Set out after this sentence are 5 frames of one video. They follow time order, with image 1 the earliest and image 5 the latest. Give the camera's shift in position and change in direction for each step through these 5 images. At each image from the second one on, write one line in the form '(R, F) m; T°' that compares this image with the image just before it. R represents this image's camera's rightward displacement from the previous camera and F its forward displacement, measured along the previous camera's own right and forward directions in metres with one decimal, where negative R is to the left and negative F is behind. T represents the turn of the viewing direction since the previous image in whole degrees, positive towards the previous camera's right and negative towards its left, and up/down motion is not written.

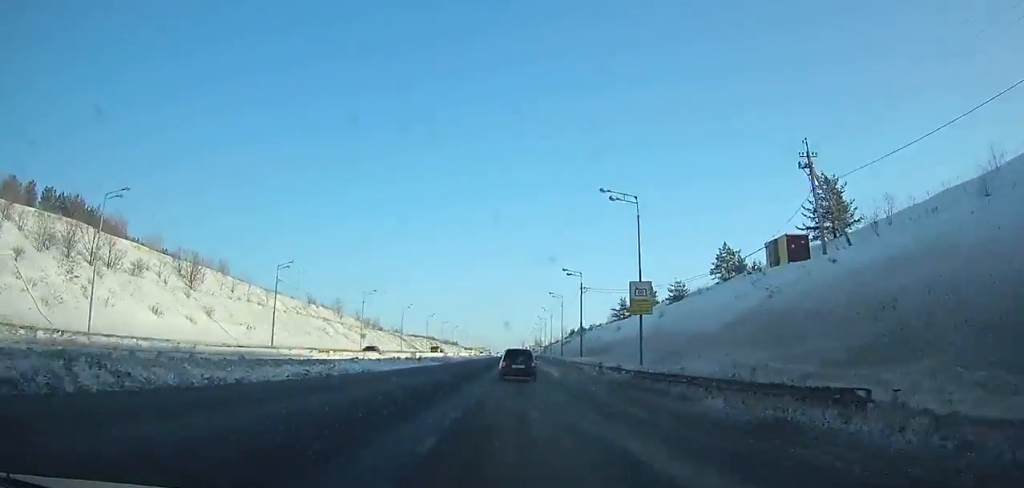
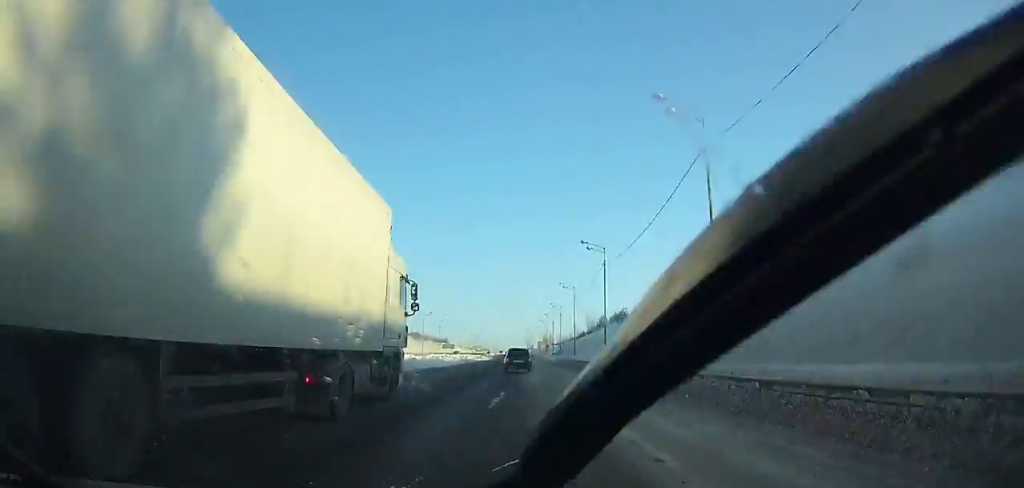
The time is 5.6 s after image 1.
(-0.1, +101.8) m; -1°
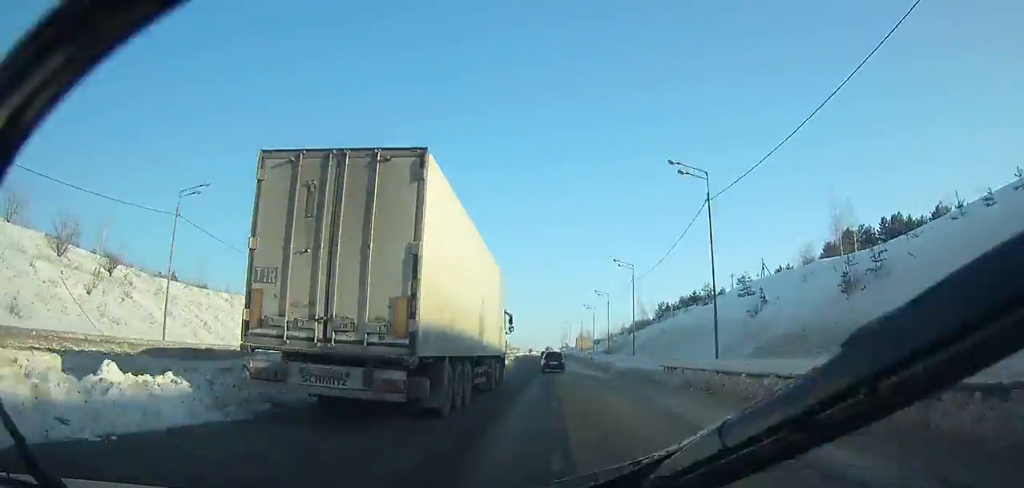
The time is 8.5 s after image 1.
(-1.0, +51.5) m; -1°
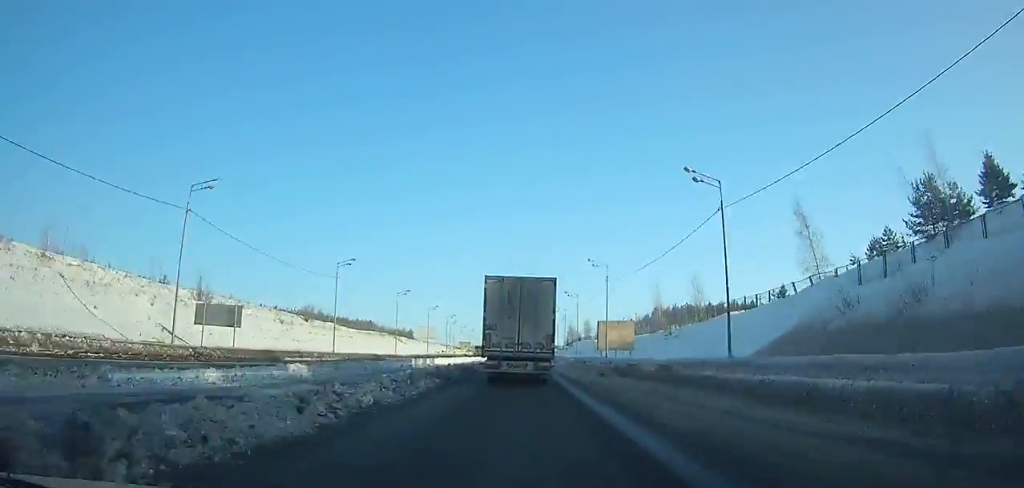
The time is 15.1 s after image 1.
(+2.0, +118.5) m; +2°
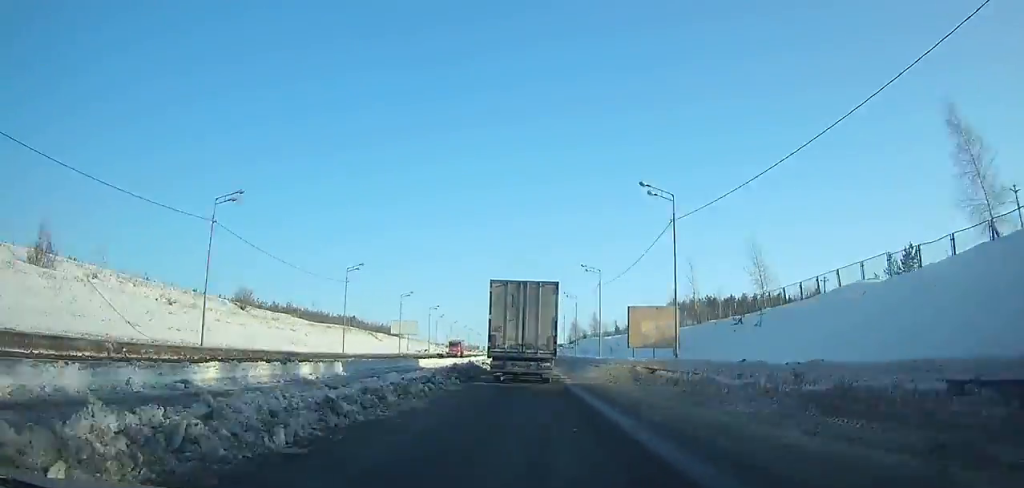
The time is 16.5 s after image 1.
(+0.1, +25.4) m; 0°
